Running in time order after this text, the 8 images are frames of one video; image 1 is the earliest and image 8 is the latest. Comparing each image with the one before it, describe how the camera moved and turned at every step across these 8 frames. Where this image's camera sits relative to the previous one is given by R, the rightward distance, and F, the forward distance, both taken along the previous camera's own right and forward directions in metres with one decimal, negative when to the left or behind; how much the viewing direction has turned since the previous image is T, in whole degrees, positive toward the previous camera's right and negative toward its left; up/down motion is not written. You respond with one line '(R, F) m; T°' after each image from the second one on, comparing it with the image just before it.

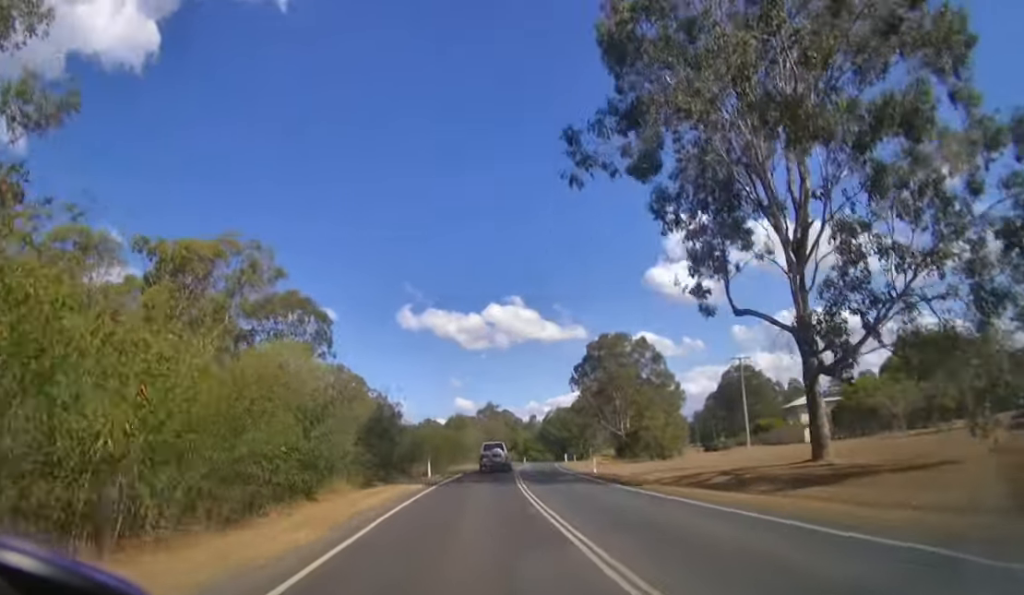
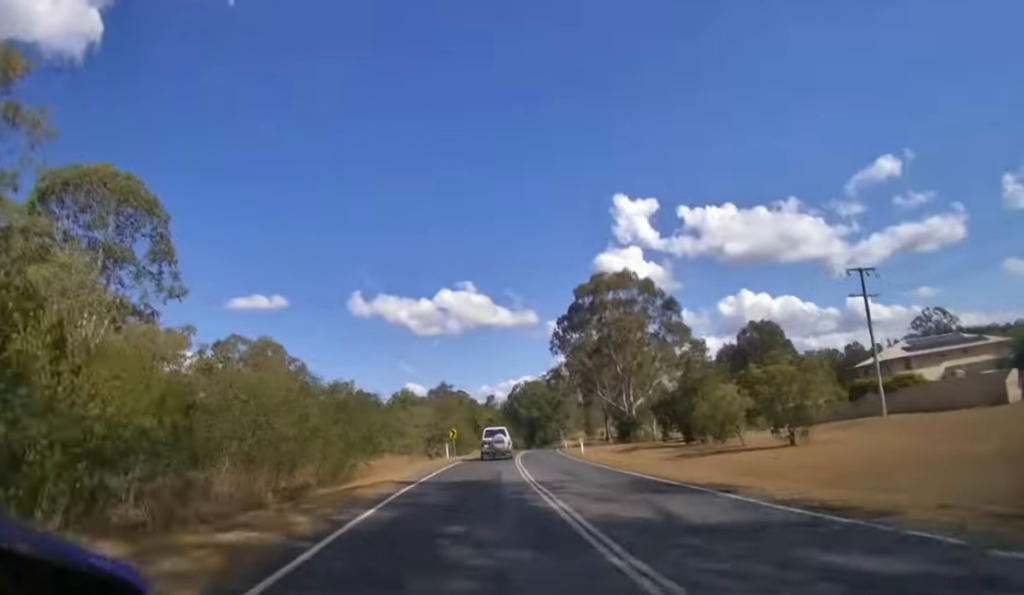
(+1.3, +28.4) m; +6°
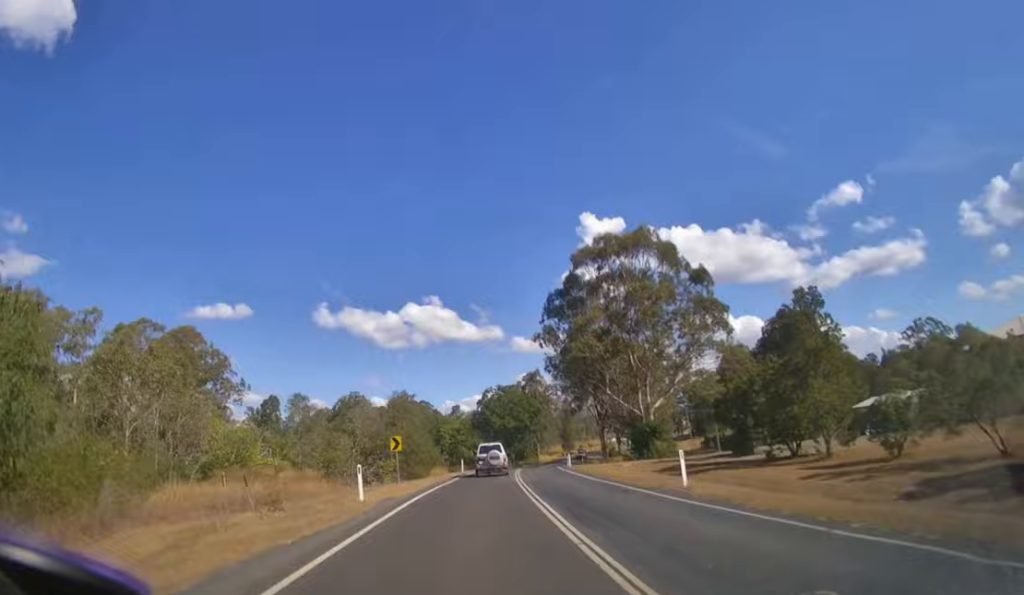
(+0.9, +22.1) m; +4°
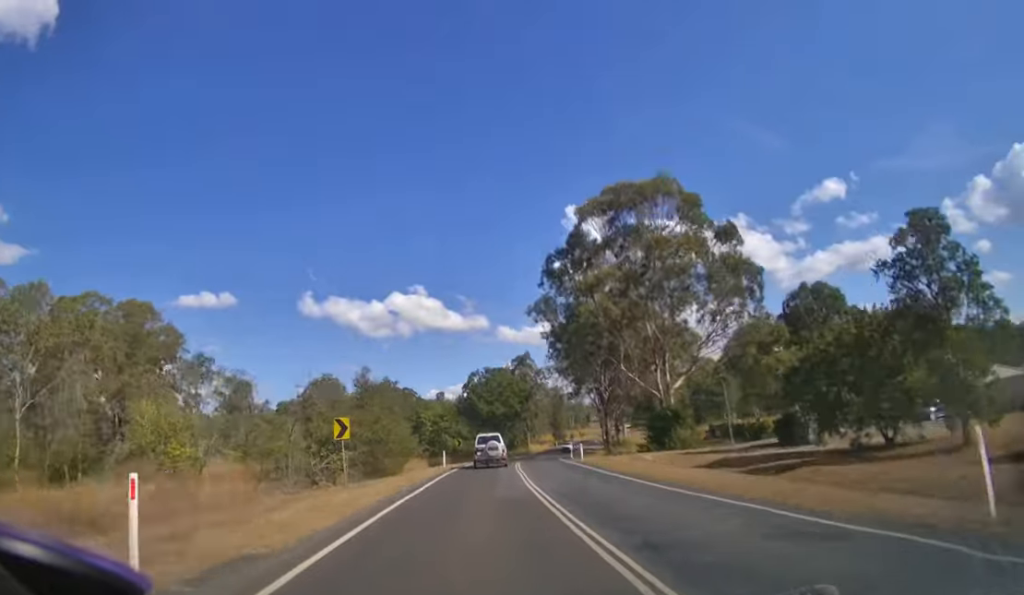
(+0.1, +11.4) m; +2°
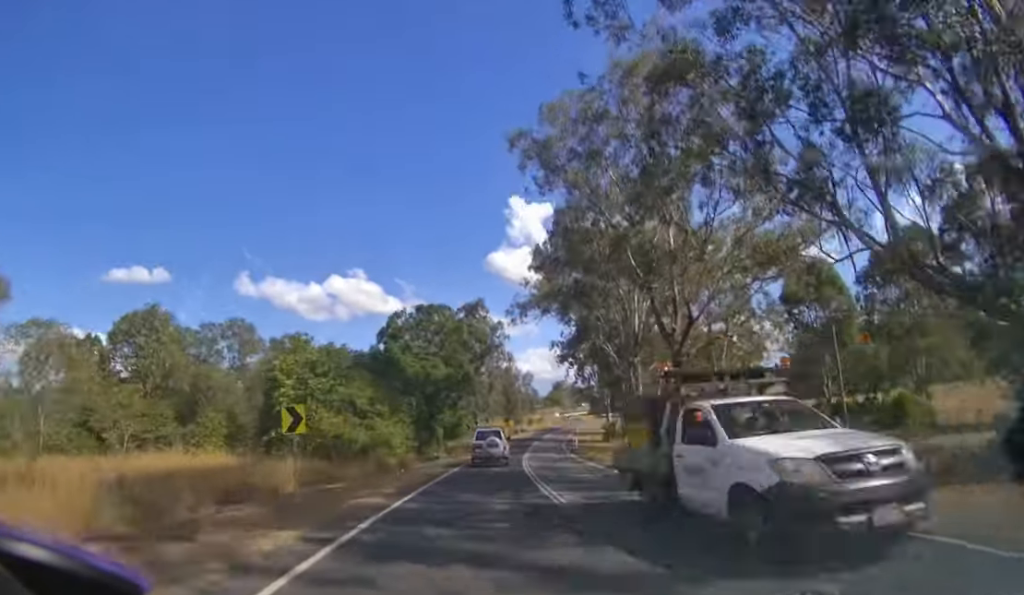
(+2.6, +38.4) m; +8°
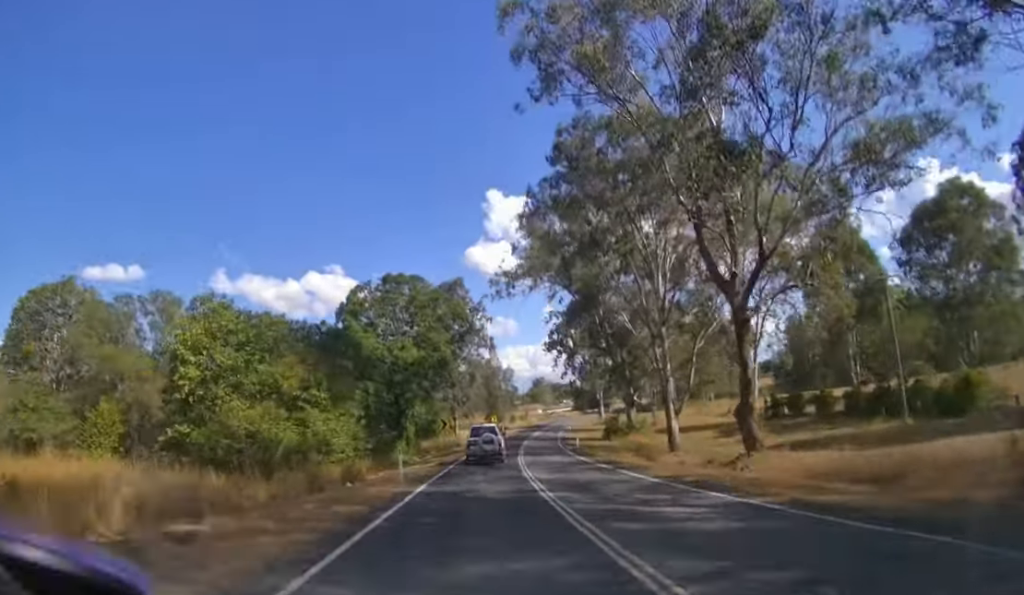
(+0.2, +9.6) m; +2°
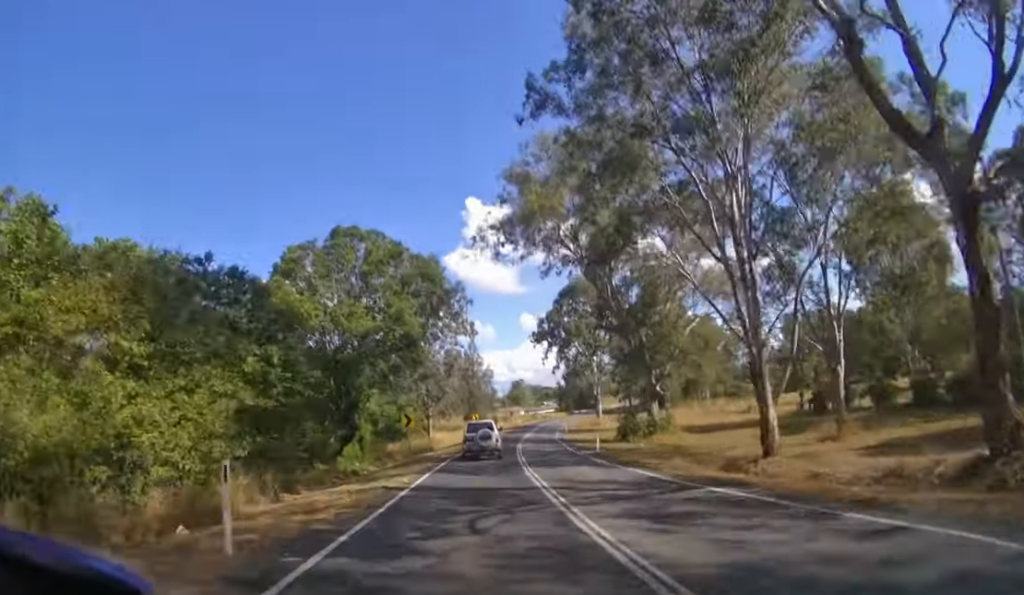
(+0.2, +10.6) m; +2°
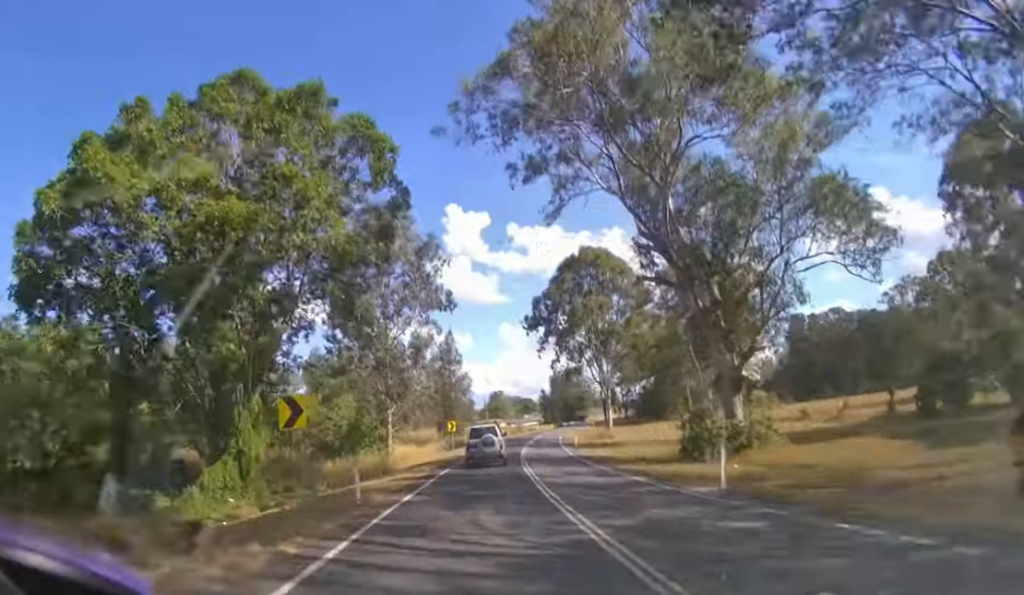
(+0.5, +14.7) m; +3°
